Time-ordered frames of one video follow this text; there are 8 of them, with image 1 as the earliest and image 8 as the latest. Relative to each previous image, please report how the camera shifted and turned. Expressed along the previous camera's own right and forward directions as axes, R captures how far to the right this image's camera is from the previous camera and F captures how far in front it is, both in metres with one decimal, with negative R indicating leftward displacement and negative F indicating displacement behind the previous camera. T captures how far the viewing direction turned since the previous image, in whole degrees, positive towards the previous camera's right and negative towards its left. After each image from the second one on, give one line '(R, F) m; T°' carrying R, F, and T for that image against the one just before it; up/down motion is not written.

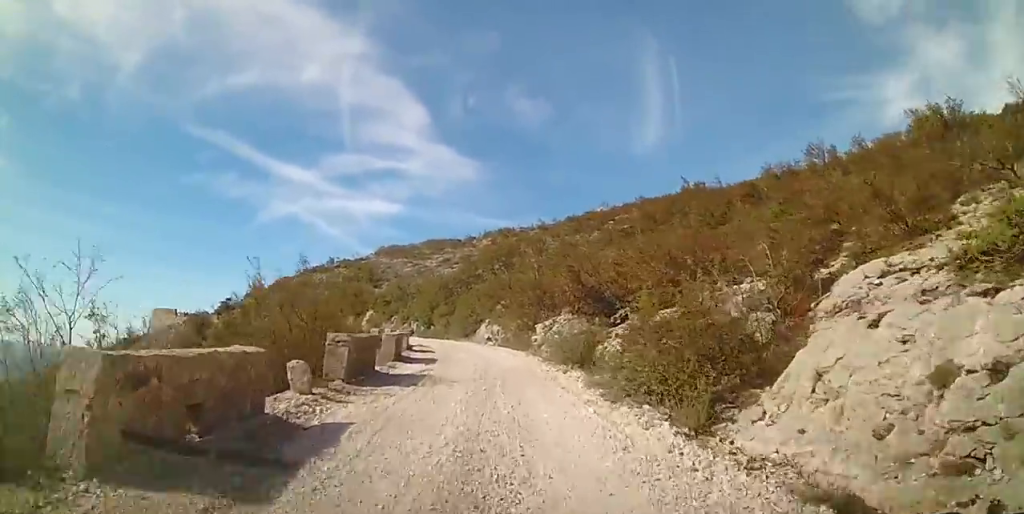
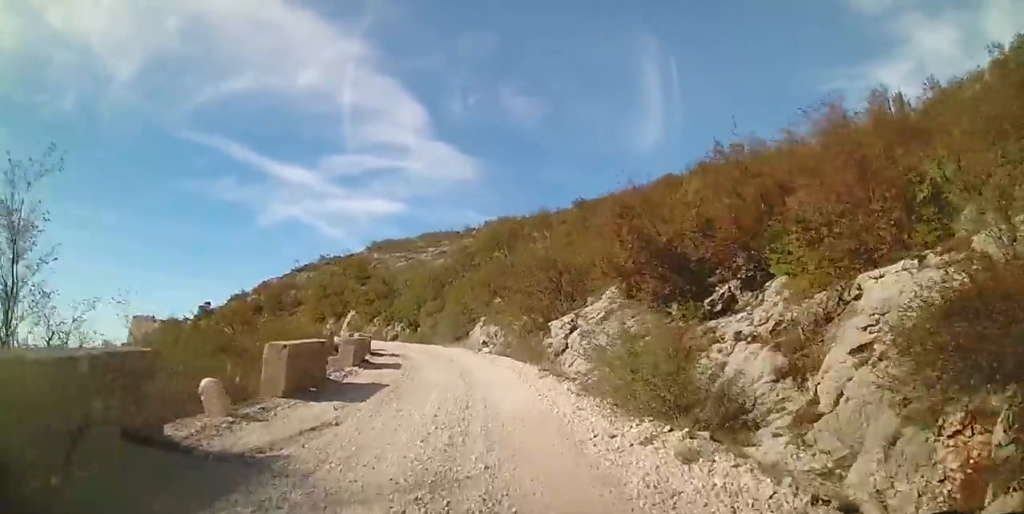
(+0.2, +10.0) m; -1°
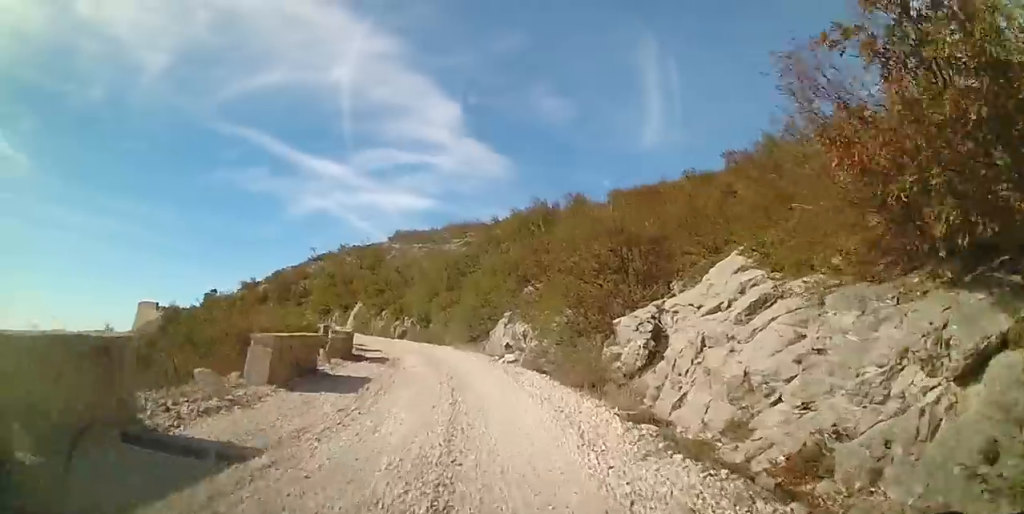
(-0.2, +8.4) m; -1°
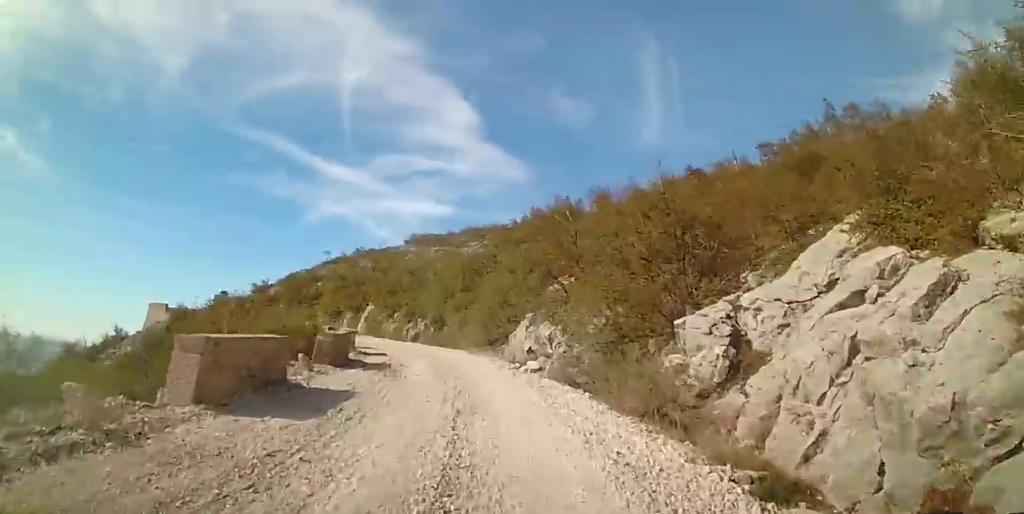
(+0.3, +3.3) m; -2°
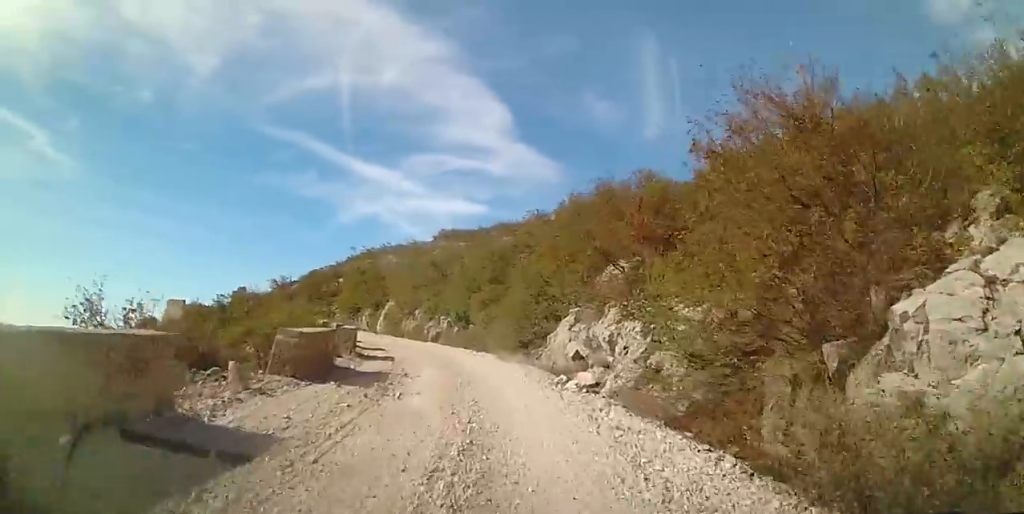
(-0.2, +5.0) m; -3°
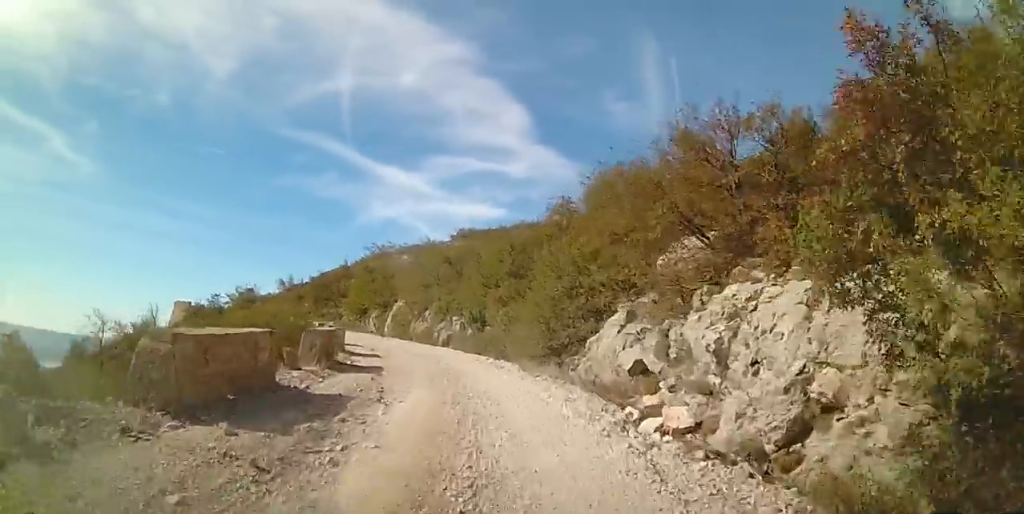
(-0.5, +5.1) m; -4°
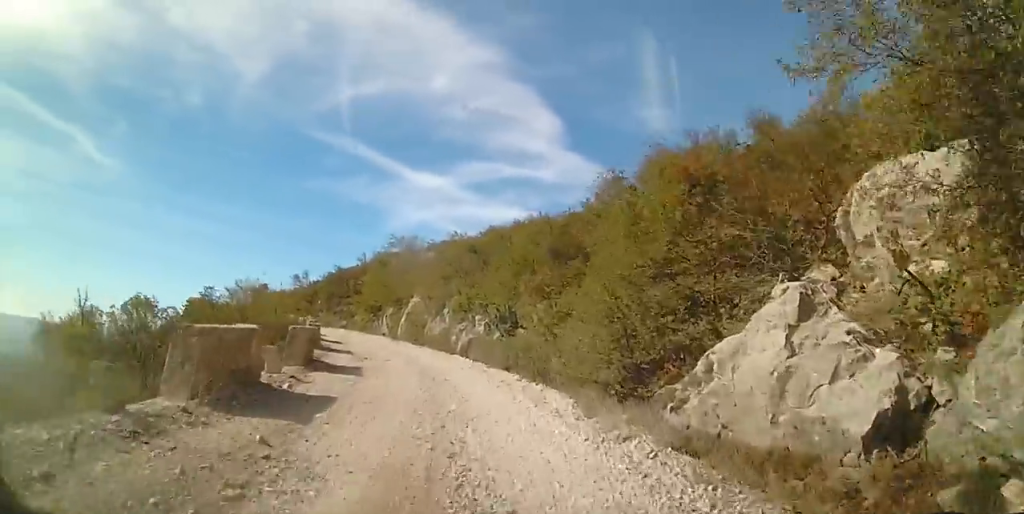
(+0.3, +6.7) m; -3°
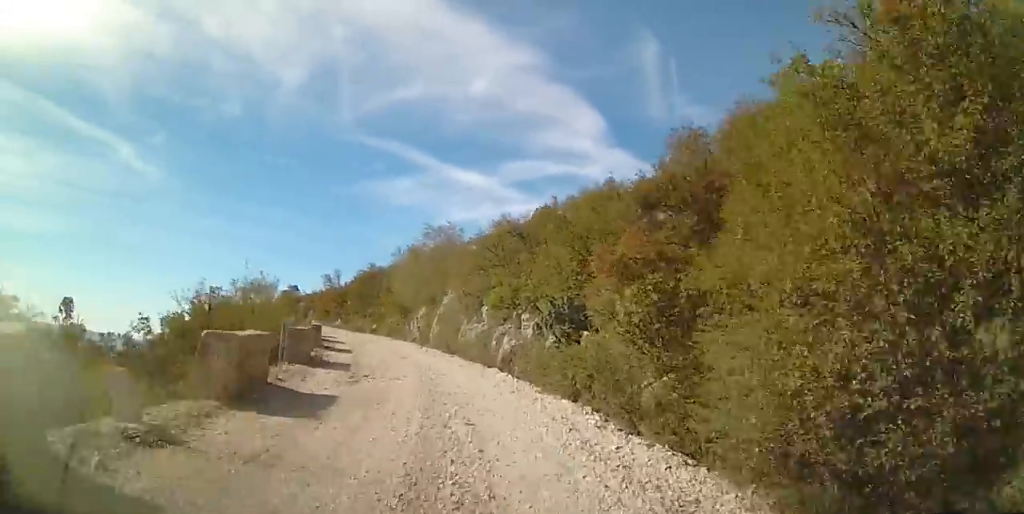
(-0.5, +6.0) m; -4°
